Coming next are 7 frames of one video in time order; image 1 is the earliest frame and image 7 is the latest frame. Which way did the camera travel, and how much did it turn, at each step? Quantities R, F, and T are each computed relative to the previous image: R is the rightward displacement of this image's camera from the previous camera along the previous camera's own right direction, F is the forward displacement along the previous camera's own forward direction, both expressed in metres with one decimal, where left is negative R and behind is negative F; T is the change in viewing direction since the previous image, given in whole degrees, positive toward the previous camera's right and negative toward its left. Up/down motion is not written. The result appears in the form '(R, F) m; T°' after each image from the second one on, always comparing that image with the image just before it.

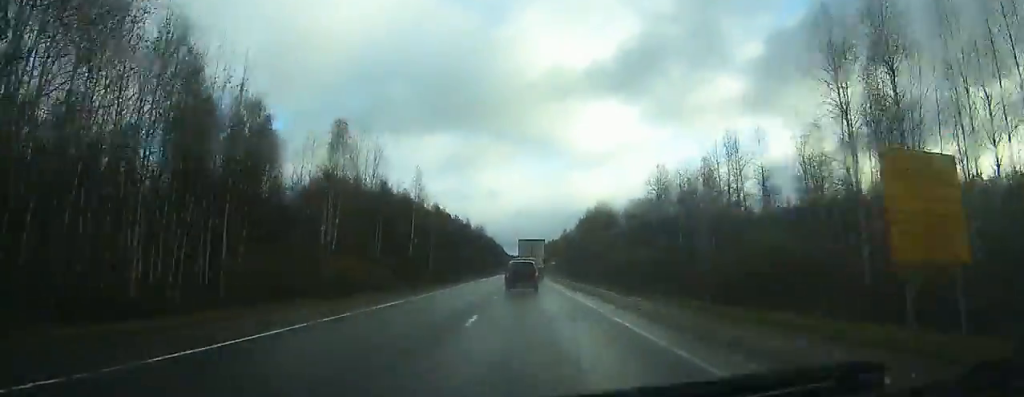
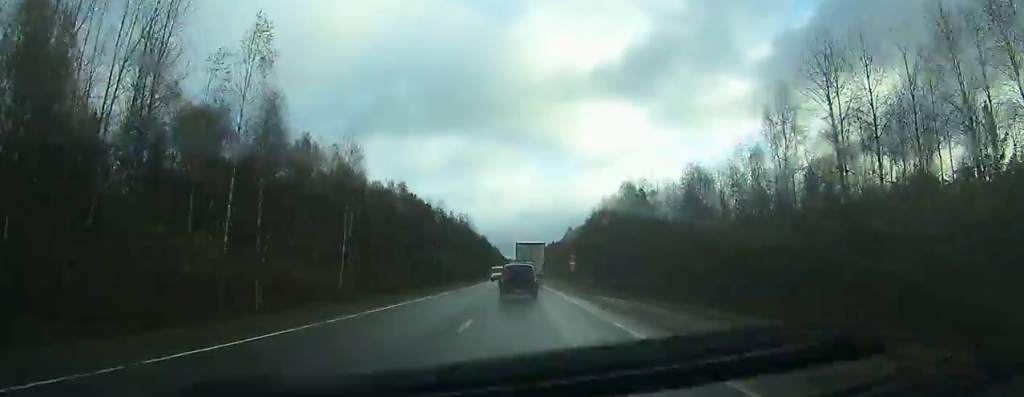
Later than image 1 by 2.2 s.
(-0.3, +47.8) m; -1°
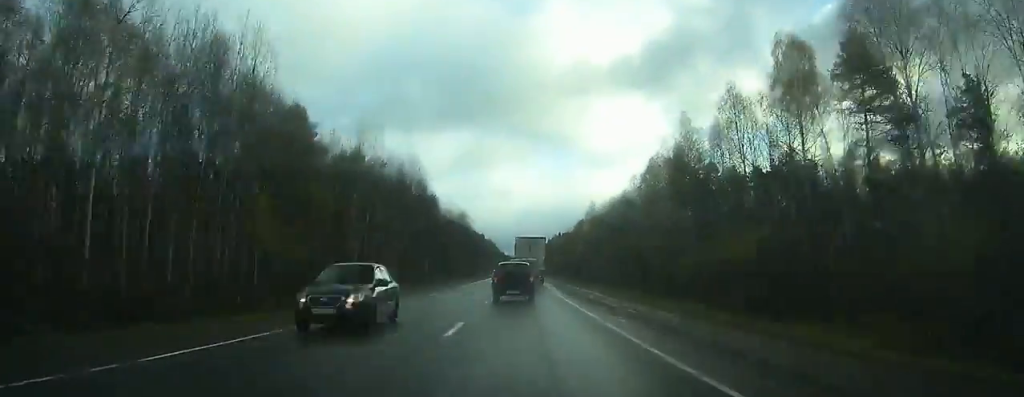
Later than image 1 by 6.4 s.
(-0.1, +86.2) m; 0°
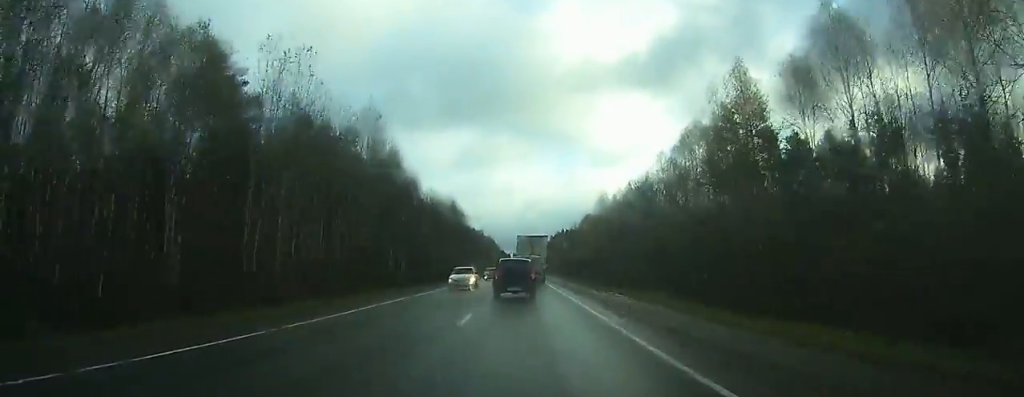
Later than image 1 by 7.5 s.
(0.0, +22.2) m; 0°
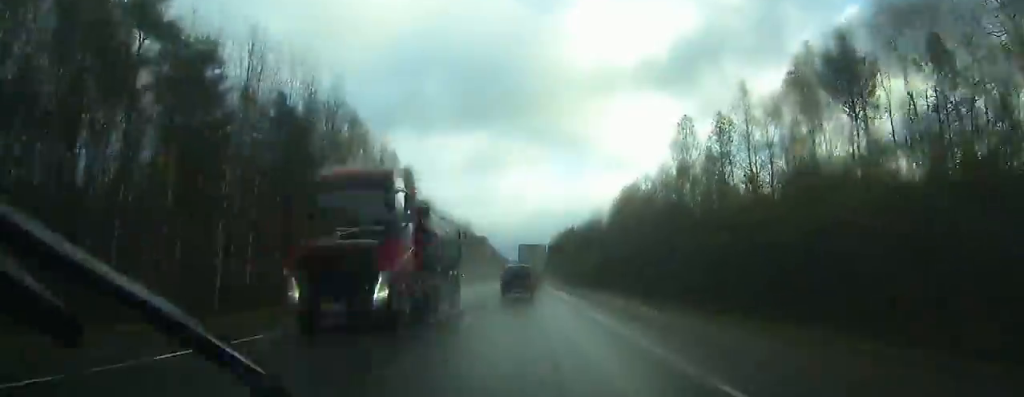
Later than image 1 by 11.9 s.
(-0.1, +84.5) m; 0°
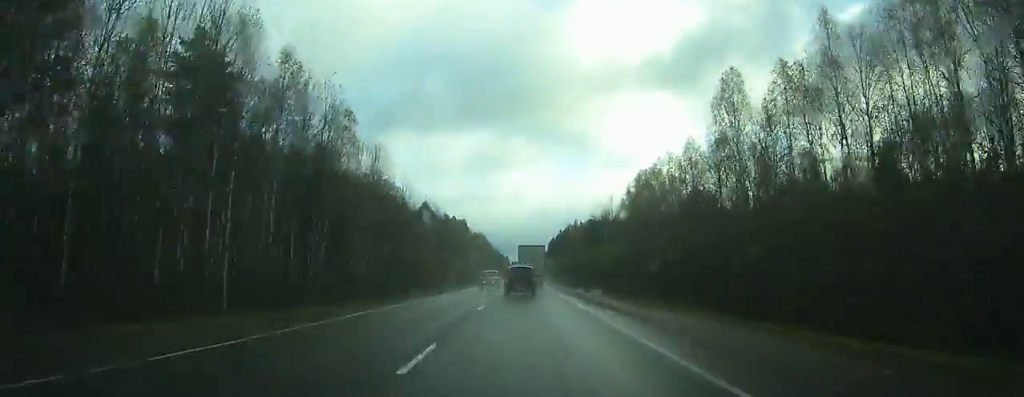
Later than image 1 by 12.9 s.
(0.0, +19.3) m; 0°
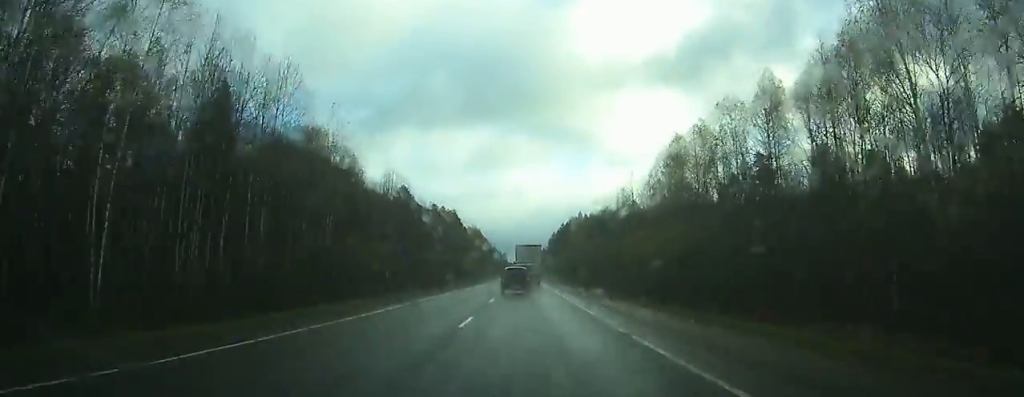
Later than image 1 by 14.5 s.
(0.0, +30.0) m; 0°
